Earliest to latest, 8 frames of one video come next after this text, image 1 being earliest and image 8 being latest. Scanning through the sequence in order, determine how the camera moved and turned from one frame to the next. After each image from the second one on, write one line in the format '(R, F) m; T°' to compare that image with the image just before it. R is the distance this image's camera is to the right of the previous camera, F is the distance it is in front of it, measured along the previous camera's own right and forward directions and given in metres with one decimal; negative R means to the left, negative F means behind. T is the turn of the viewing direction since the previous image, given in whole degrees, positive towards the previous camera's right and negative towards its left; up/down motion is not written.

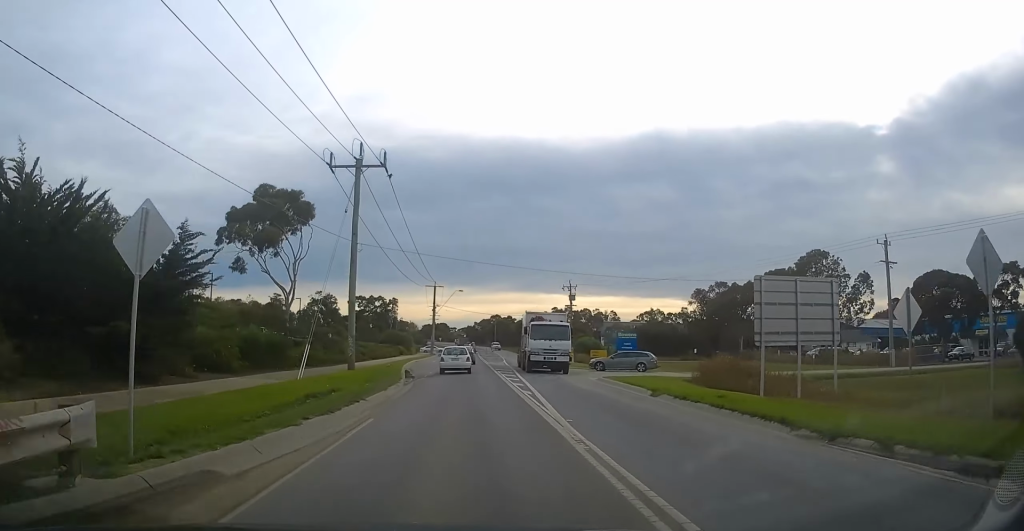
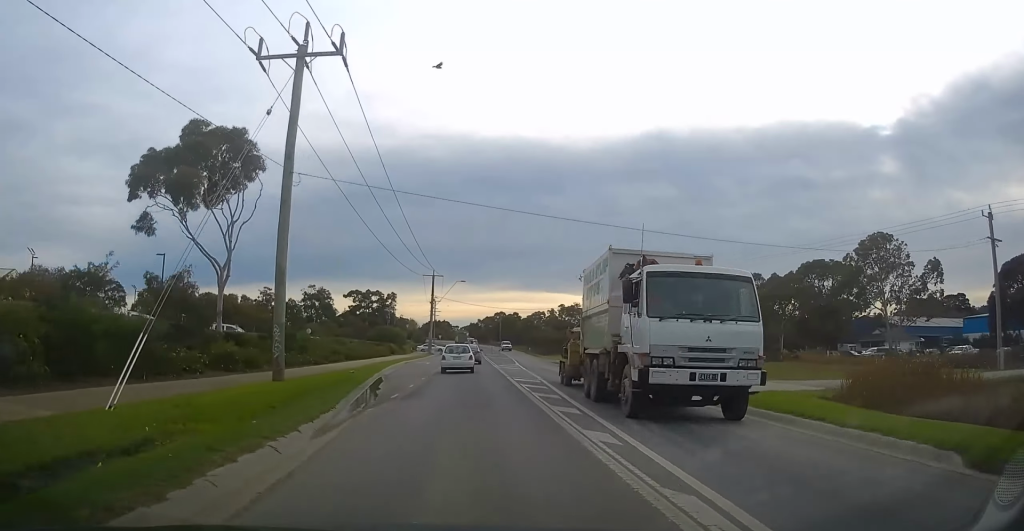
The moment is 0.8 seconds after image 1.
(0.0, +14.1) m; 0°
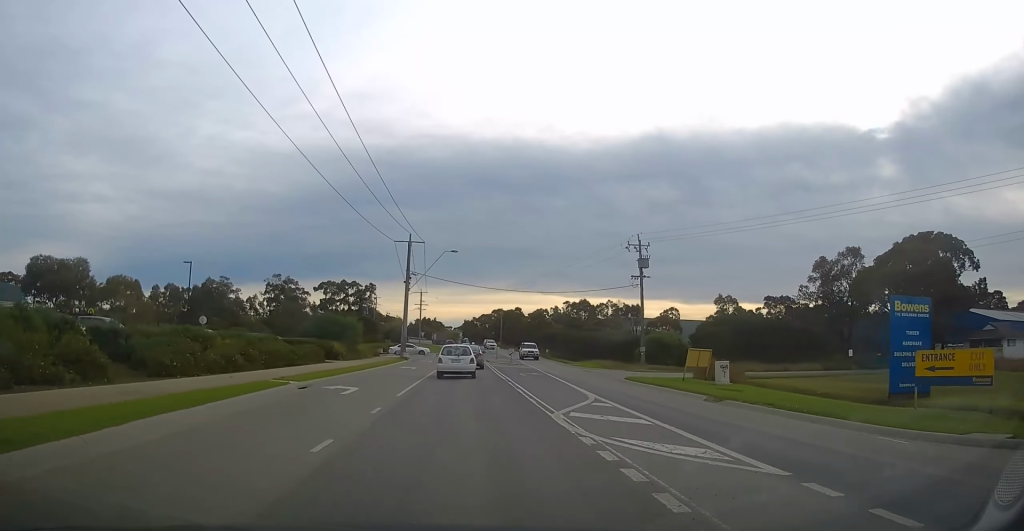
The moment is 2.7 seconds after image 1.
(+0.2, +32.7) m; +1°
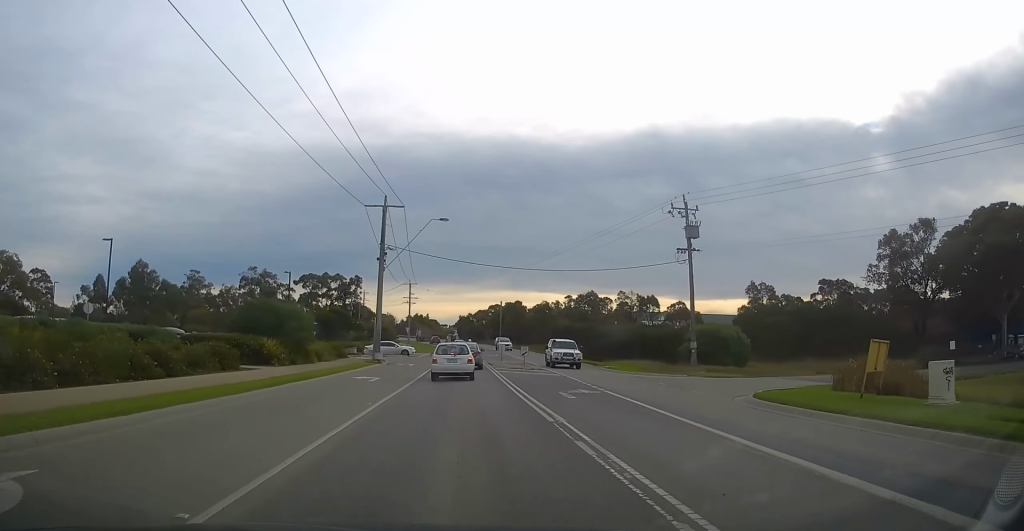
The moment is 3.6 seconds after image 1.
(+0.3, +17.0) m; 0°
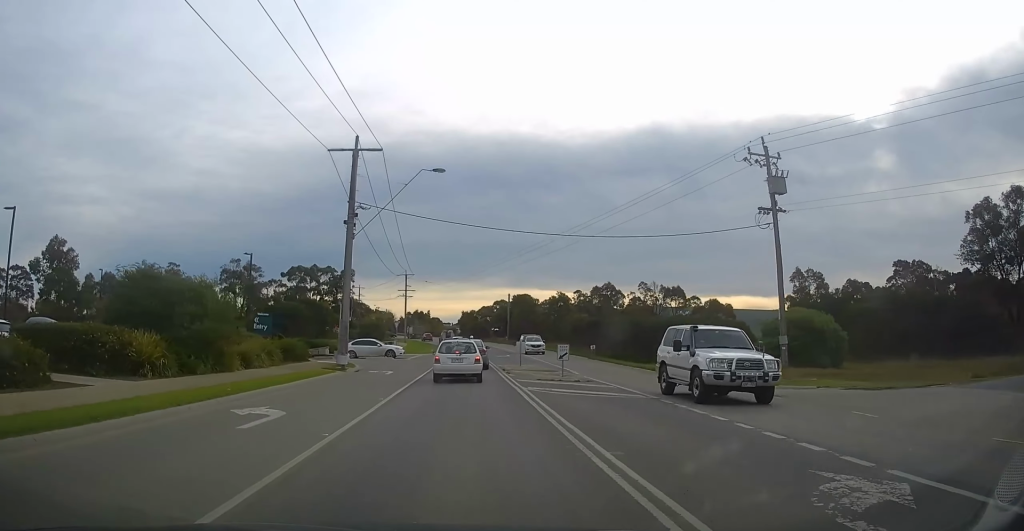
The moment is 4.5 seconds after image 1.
(-0.2, +14.9) m; -1°
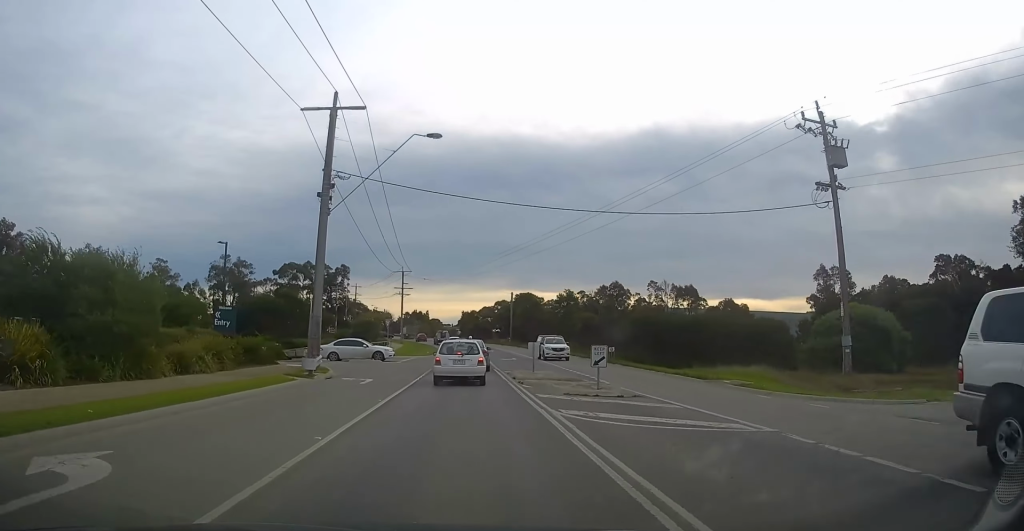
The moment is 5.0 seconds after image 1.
(-0.1, +6.8) m; 0°
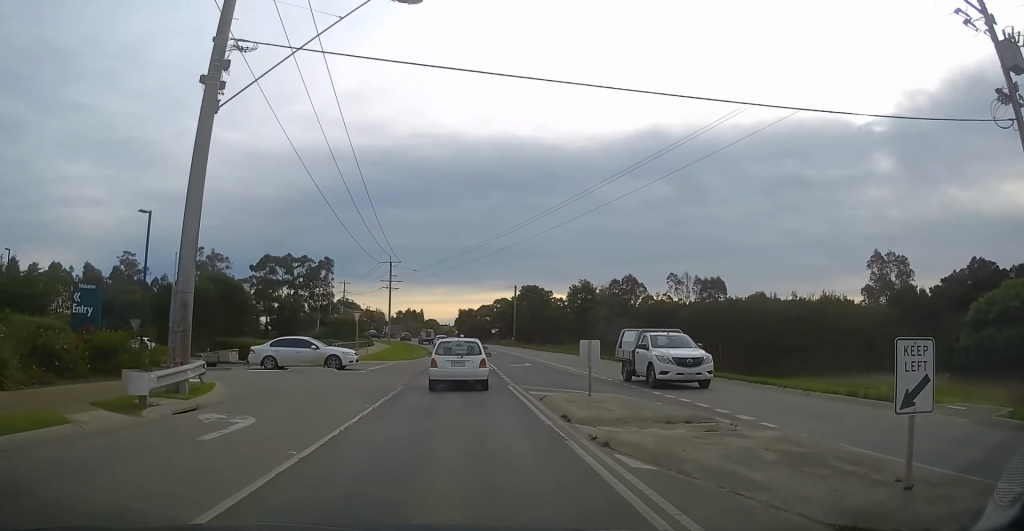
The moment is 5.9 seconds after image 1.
(+0.1, +13.3) m; +1°
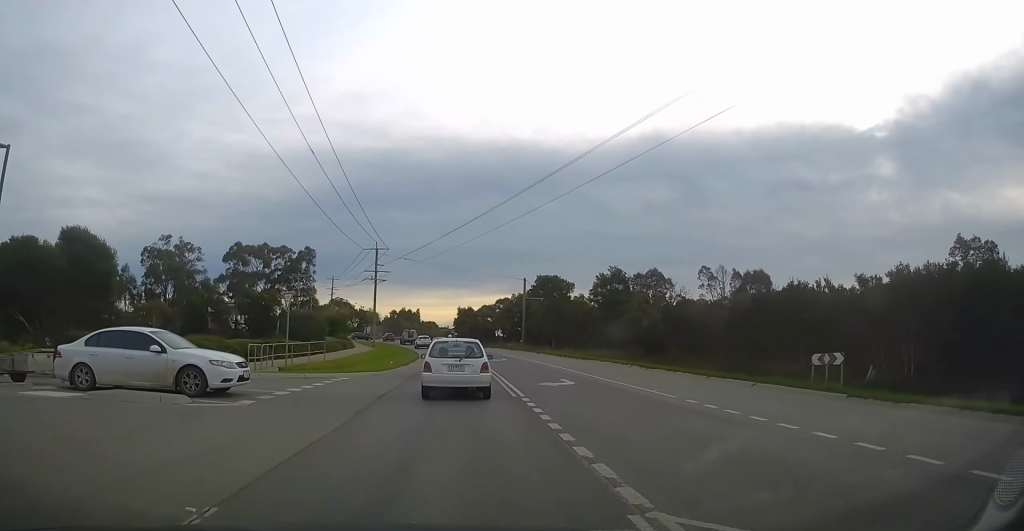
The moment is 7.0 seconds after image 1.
(+0.1, +15.0) m; 0°
